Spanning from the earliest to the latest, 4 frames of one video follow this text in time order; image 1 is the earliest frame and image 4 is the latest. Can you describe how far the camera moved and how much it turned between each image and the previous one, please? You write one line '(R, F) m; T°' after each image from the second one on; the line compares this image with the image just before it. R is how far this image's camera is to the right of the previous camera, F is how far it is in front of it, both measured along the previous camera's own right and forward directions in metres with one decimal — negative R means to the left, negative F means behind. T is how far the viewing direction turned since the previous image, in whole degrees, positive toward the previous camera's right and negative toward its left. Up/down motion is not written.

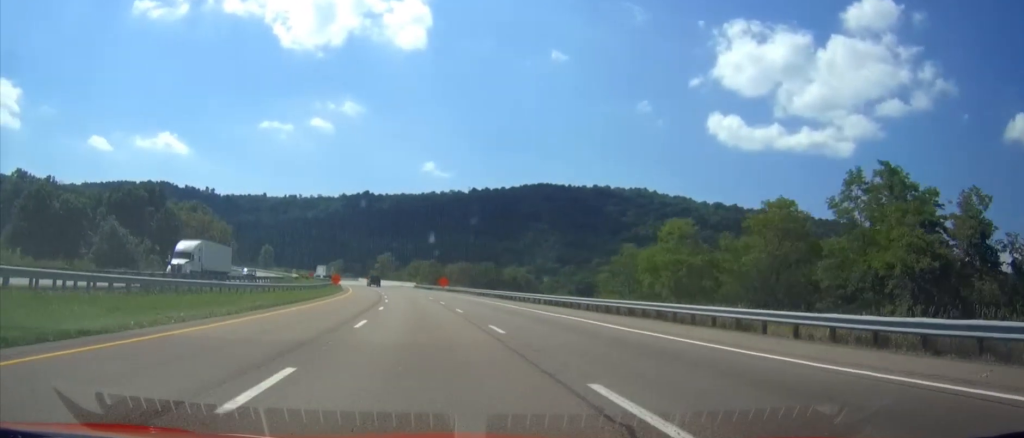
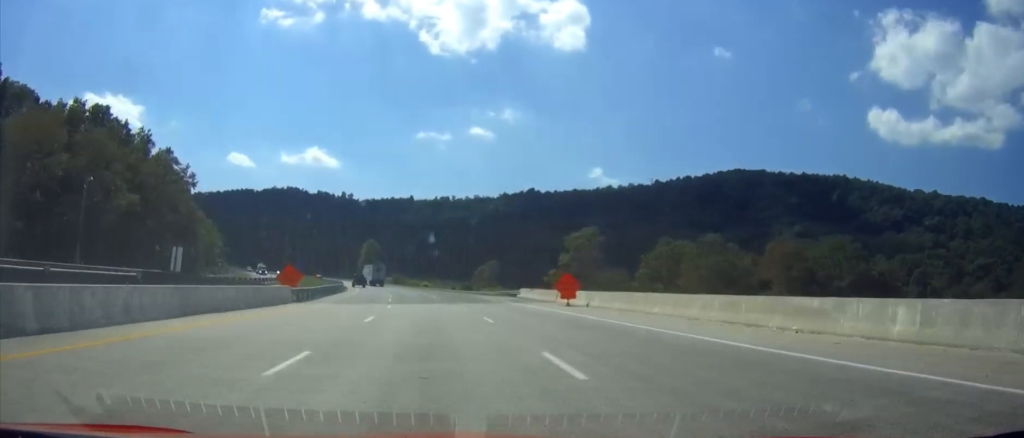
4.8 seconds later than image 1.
(-16.9, +147.3) m; -13°
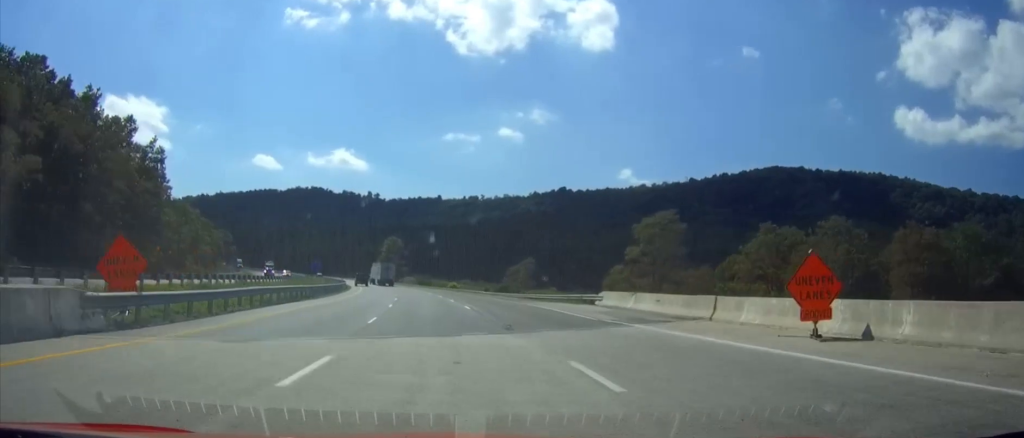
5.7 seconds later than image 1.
(-0.3, +25.3) m; -2°
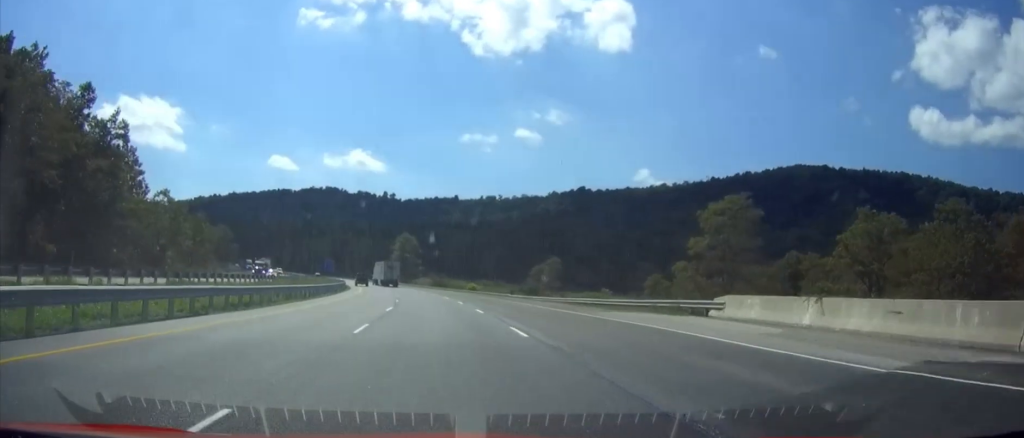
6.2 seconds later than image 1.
(-0.4, +17.1) m; -2°
